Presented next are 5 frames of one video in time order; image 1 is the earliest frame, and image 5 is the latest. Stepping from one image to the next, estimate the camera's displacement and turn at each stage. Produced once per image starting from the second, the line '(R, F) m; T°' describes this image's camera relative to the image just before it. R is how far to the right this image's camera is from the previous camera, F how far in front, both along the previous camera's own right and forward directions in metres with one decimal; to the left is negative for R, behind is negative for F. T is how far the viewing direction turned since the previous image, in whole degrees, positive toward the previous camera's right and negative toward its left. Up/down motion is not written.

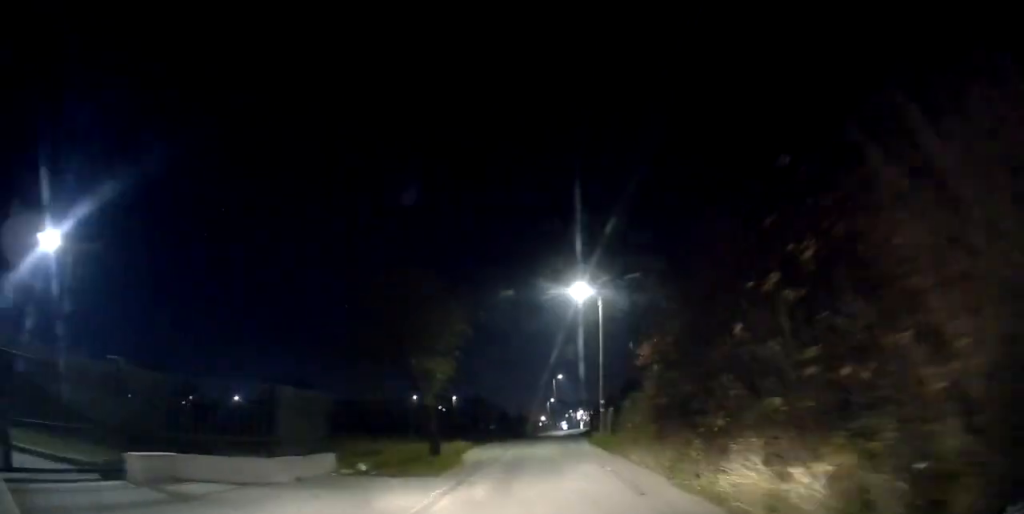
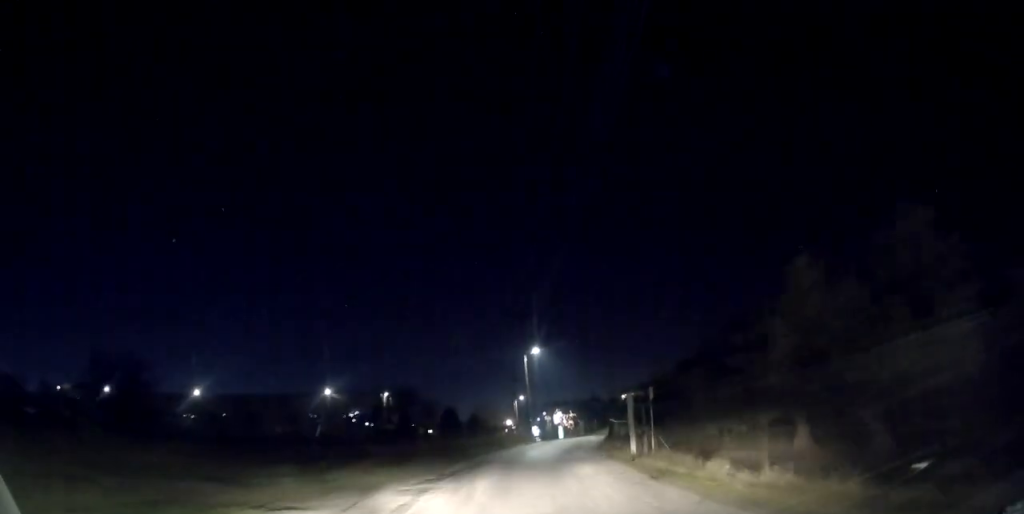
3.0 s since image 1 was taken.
(+0.7, +29.5) m; +2°
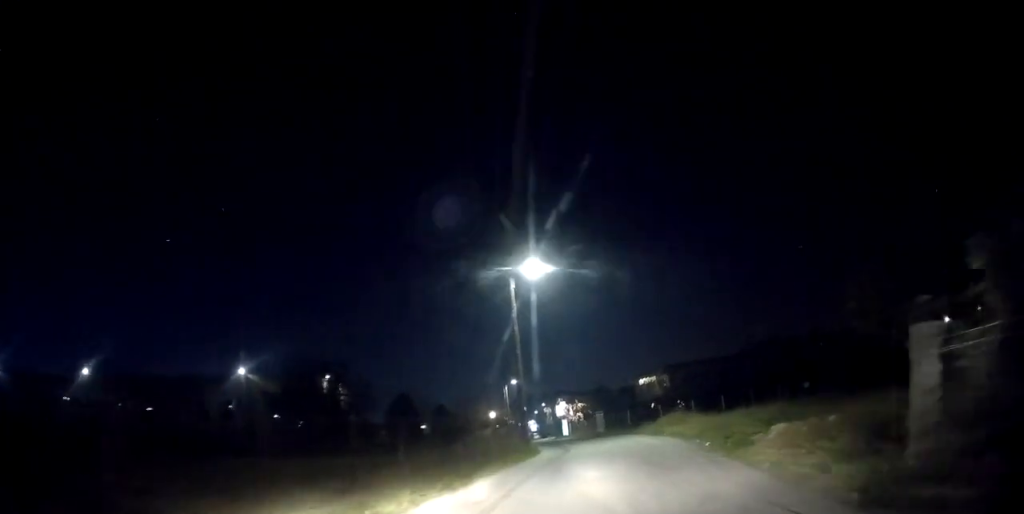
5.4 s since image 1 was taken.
(-0.3, +21.7) m; +2°
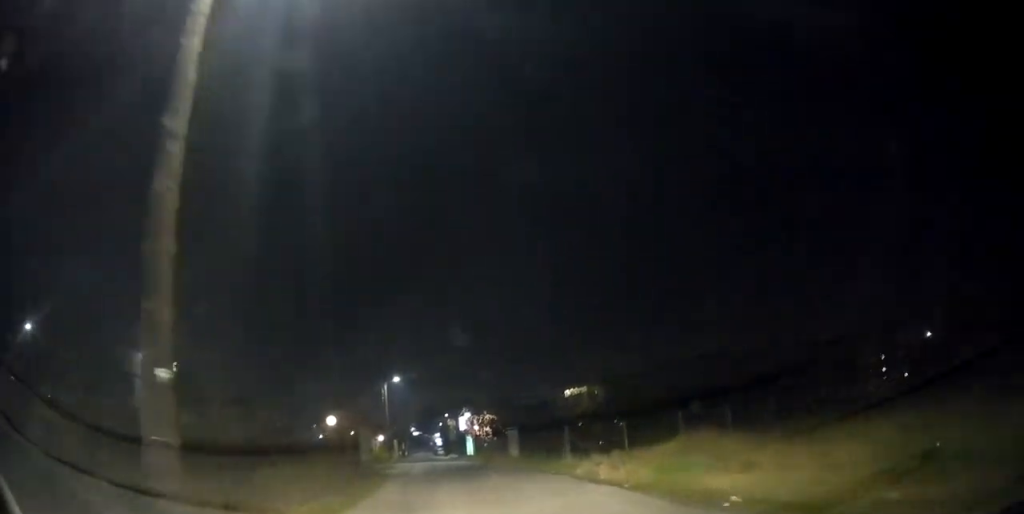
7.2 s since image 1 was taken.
(+0.8, +16.6) m; +4°
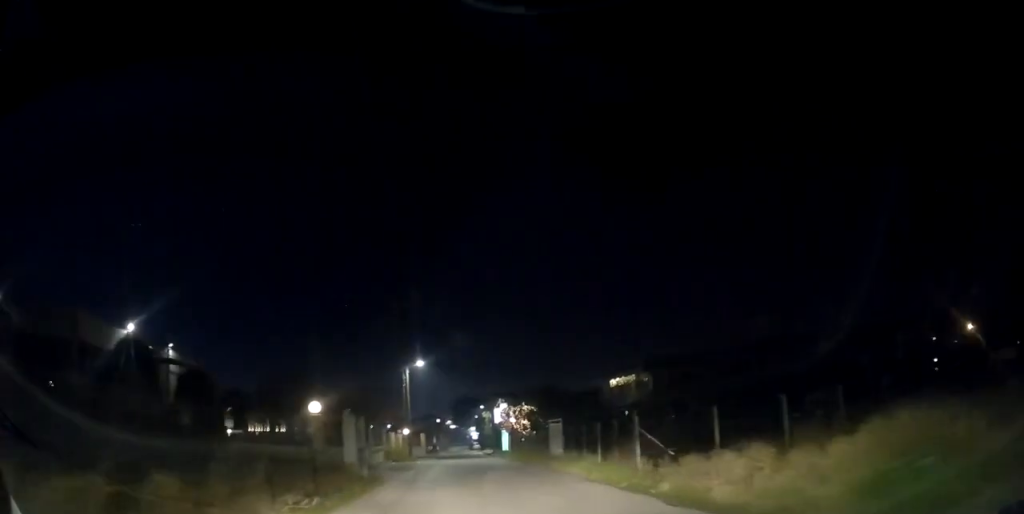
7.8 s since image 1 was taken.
(0.0, +5.9) m; -1°
